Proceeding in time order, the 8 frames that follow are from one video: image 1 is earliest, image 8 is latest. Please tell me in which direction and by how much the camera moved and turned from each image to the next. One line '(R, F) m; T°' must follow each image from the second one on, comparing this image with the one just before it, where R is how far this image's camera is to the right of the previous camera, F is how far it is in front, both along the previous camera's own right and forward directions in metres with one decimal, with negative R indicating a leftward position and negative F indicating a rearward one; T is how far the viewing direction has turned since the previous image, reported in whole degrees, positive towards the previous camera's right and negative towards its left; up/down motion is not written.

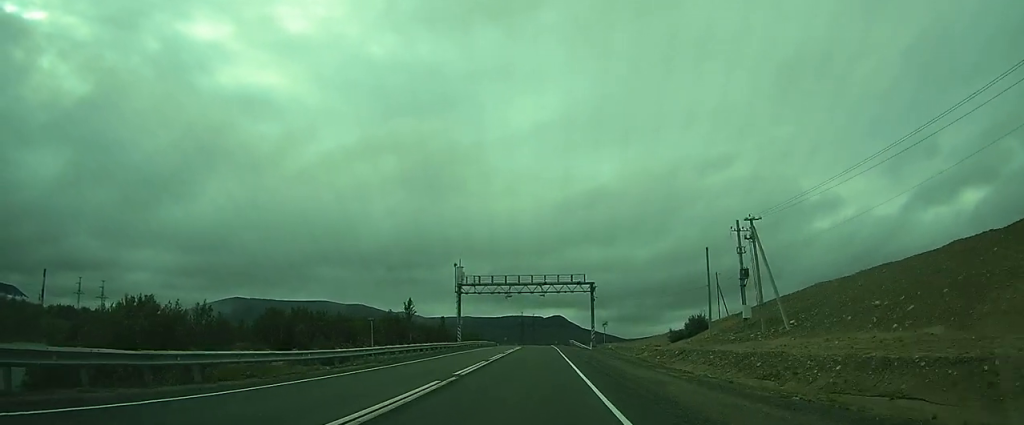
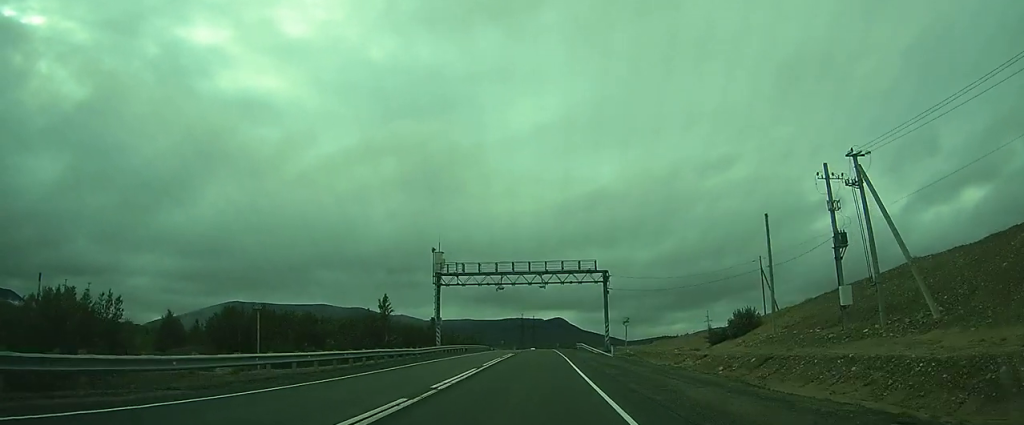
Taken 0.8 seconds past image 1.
(-0.1, +16.6) m; 0°
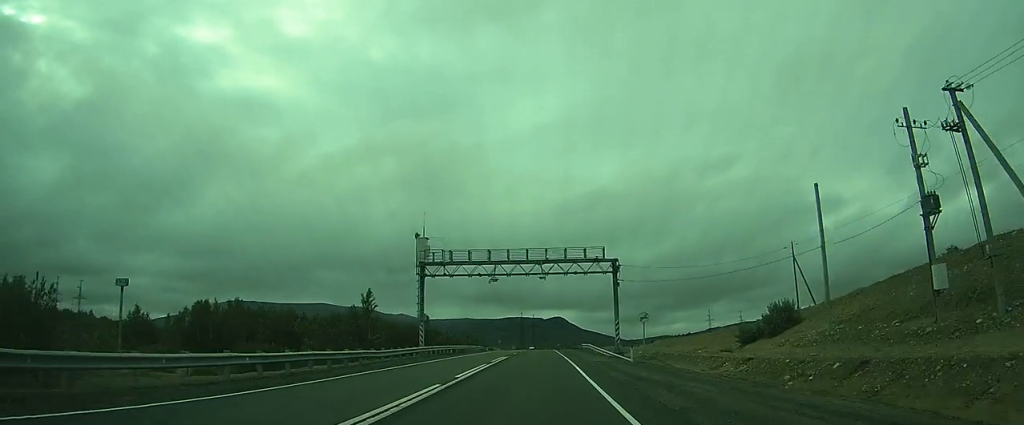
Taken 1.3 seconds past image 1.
(0.0, +8.6) m; +1°
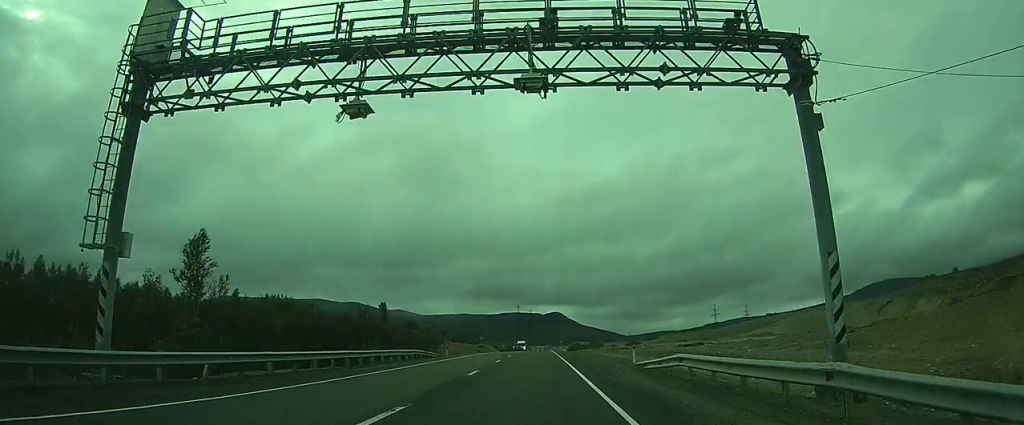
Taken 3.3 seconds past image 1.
(+0.5, +41.6) m; +1°
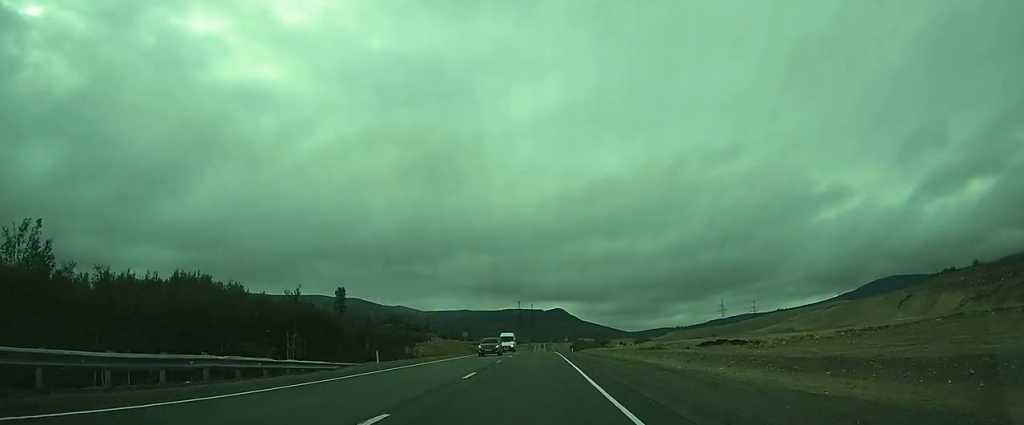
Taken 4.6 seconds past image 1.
(+0.1, +26.6) m; 0°
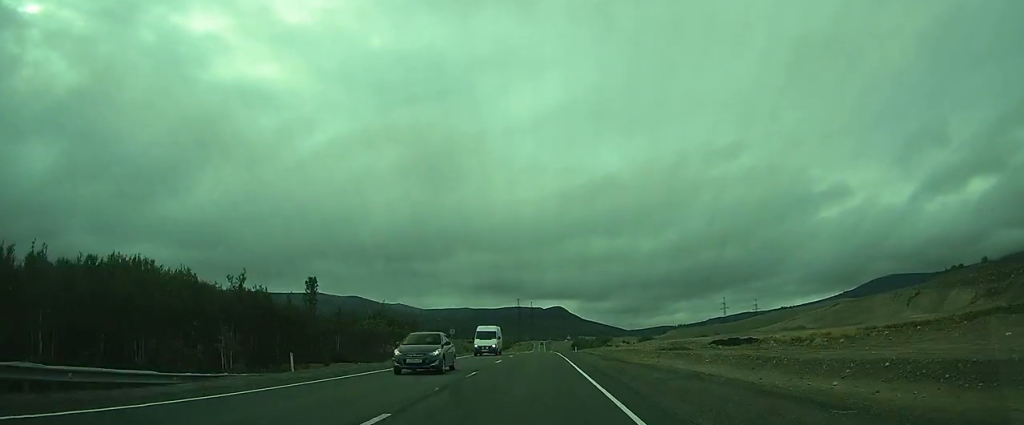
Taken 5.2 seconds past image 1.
(0.0, +12.4) m; 0°
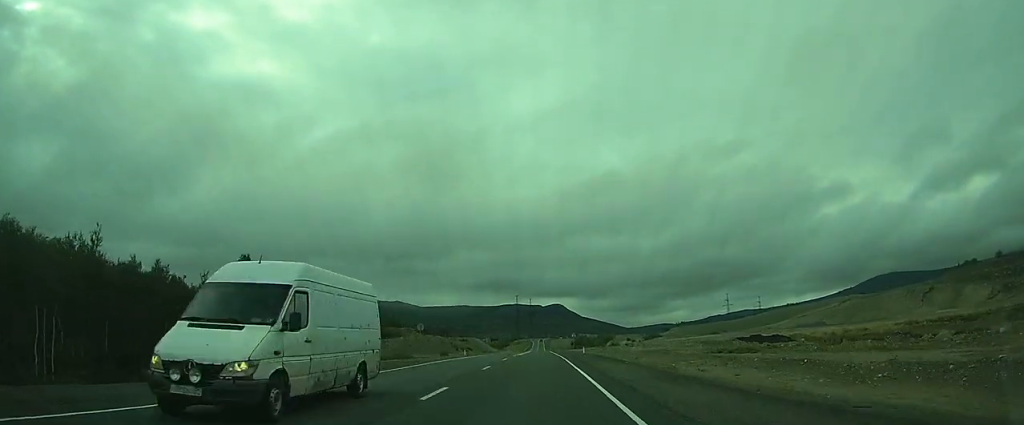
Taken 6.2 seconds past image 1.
(0.0, +19.3) m; 0°
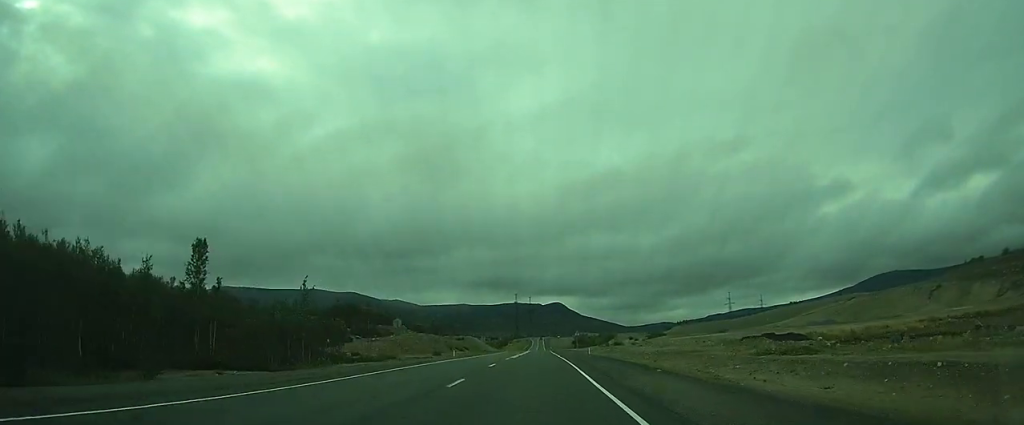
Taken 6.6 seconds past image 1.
(0.0, +9.0) m; 0°
